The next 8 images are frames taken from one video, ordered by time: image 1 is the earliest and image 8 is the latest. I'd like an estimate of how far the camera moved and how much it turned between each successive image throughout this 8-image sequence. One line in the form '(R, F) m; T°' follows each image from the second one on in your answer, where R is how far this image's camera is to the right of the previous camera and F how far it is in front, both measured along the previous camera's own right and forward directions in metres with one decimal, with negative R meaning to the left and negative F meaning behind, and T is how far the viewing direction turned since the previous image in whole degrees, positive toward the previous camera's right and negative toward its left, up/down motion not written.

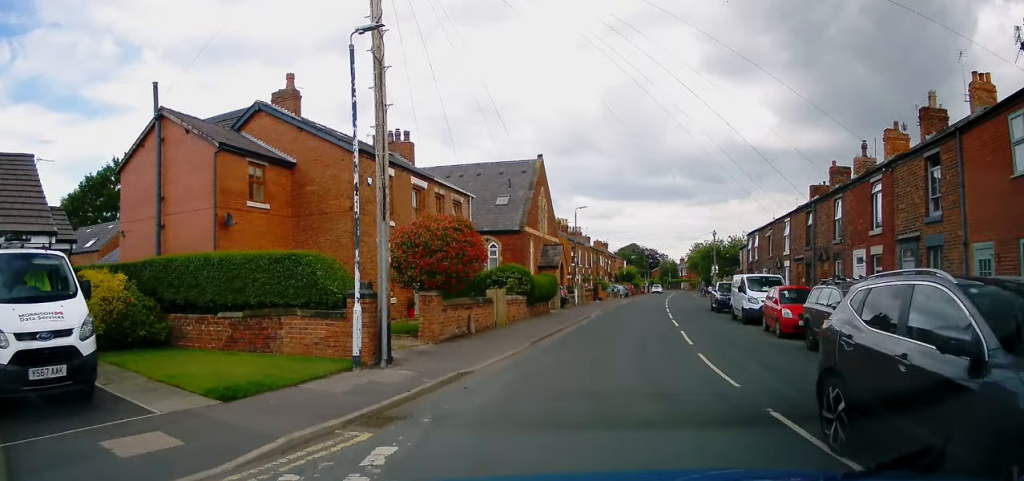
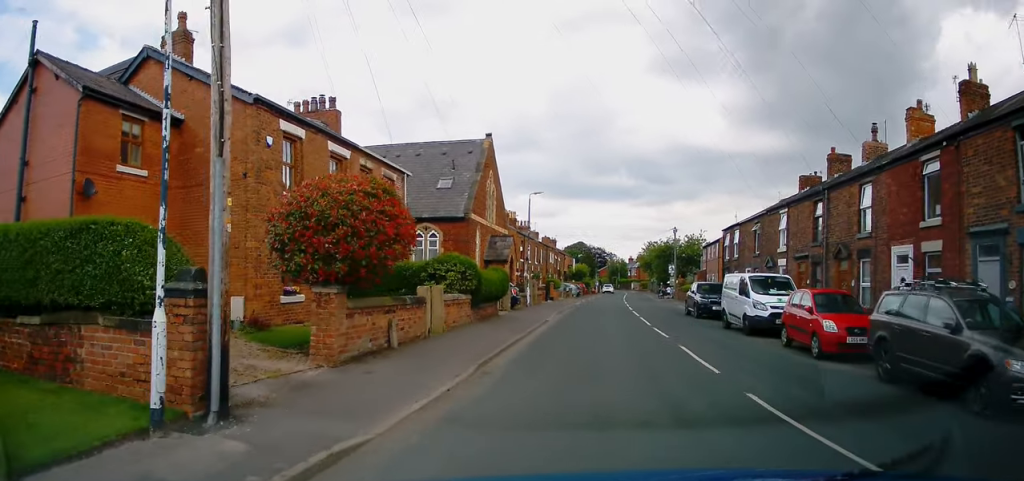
(+0.3, +5.0) m; +6°
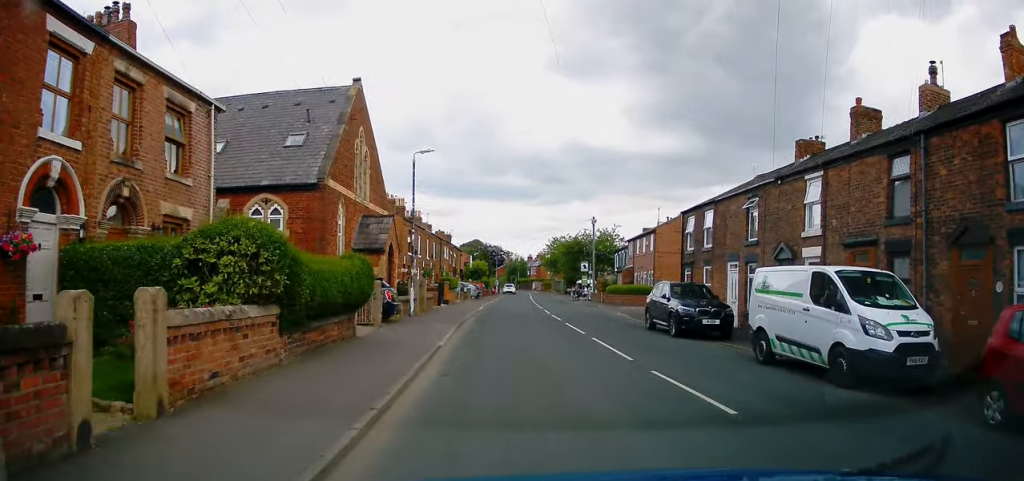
(+1.1, +10.0) m; +9°
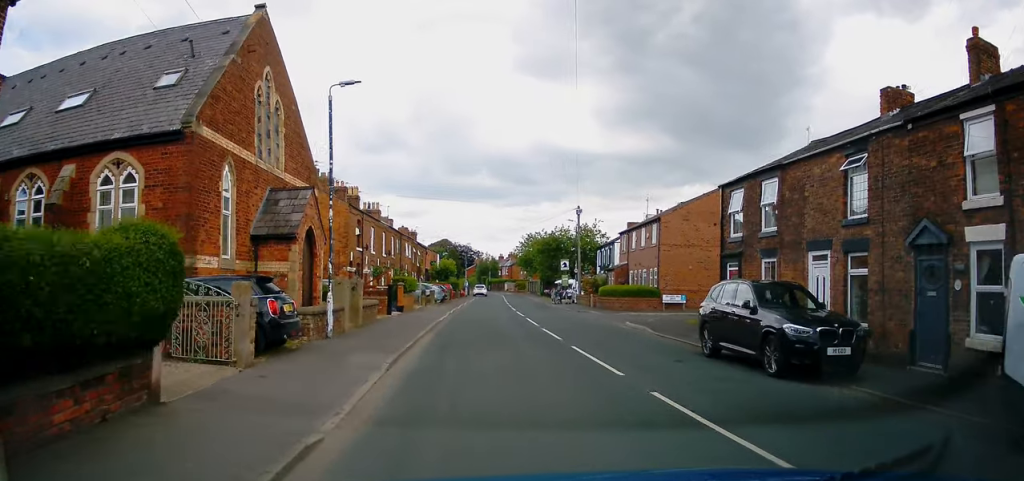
(+0.4, +7.9) m; +3°
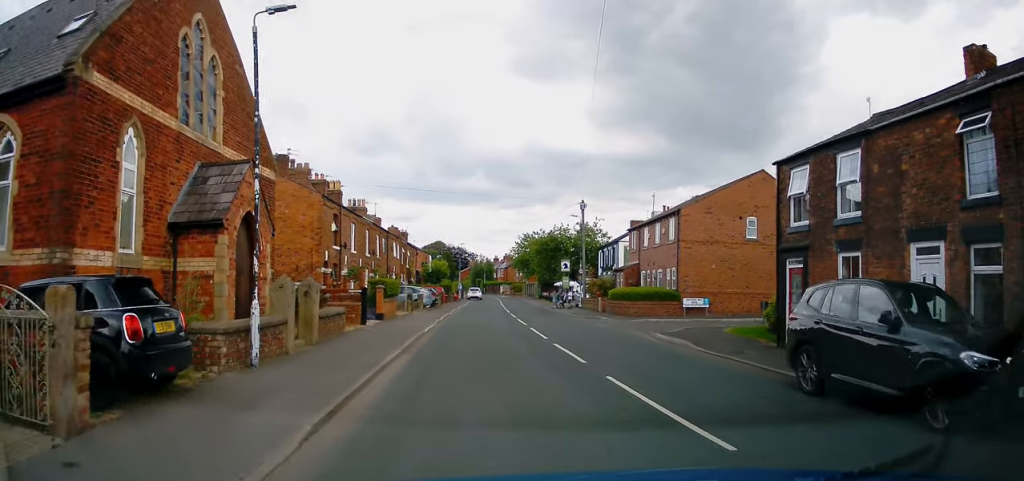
(-0.2, +4.4) m; 0°
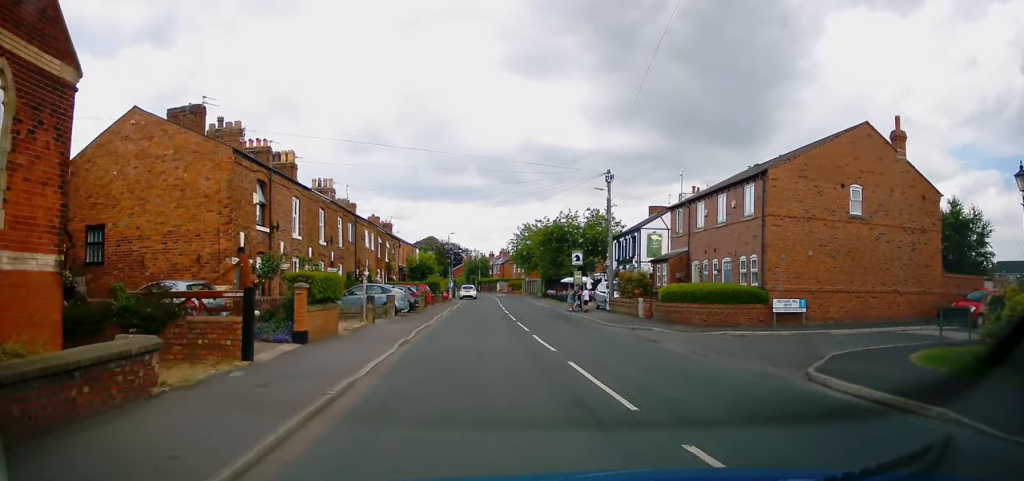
(+0.3, +10.2) m; +1°
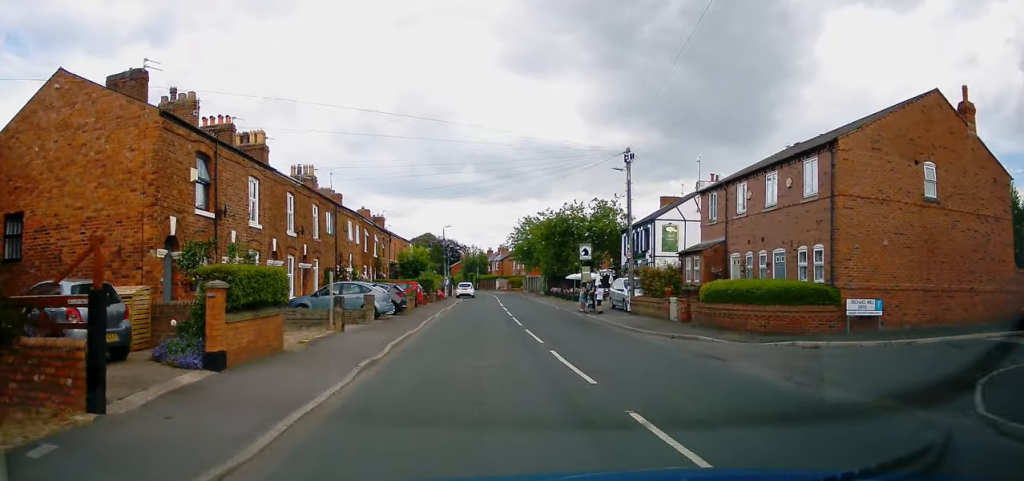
(+0.1, +4.7) m; 0°
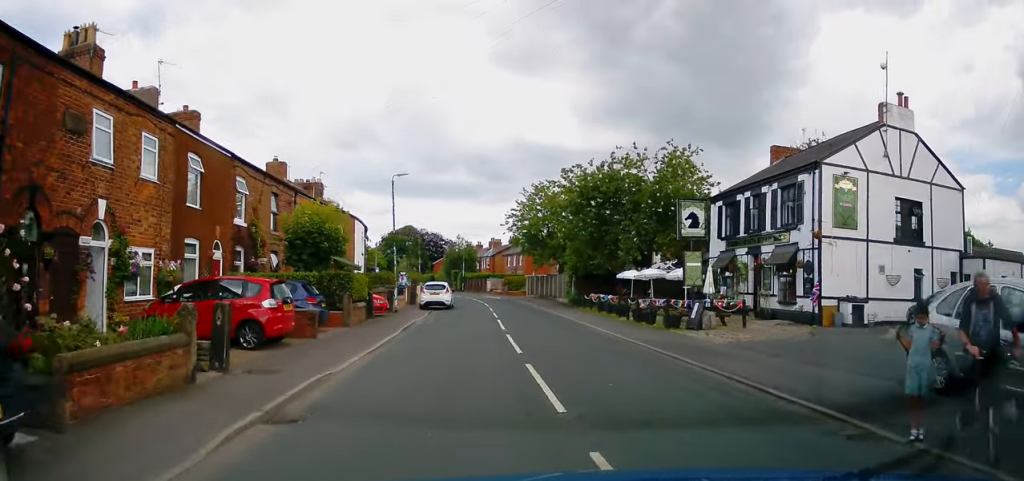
(+0.2, +24.1) m; +3°
